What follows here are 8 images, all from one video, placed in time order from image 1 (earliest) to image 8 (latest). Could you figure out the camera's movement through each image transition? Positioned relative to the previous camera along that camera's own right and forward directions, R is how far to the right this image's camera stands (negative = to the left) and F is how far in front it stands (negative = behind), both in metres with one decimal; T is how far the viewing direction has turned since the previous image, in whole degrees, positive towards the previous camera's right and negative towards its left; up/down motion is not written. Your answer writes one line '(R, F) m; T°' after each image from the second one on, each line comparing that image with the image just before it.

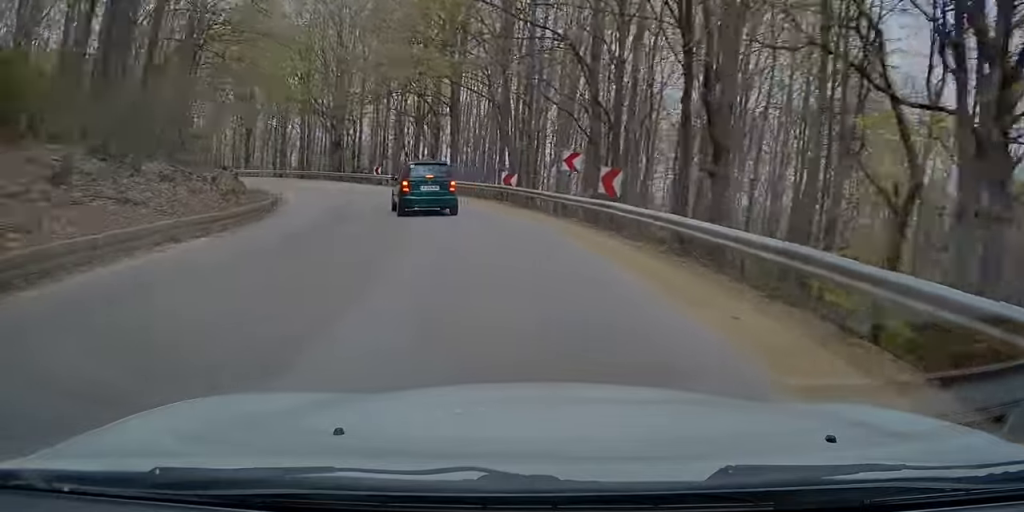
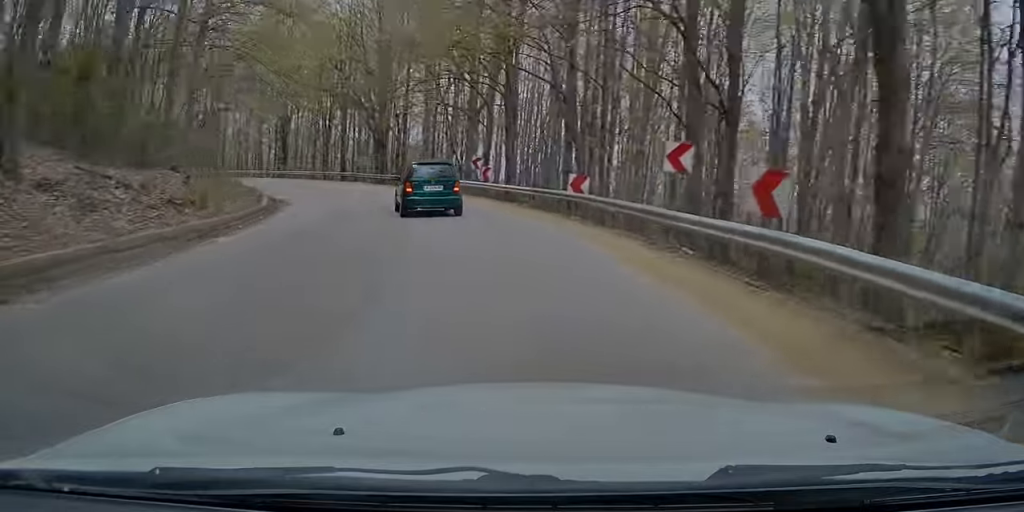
(0.0, +6.7) m; -6°
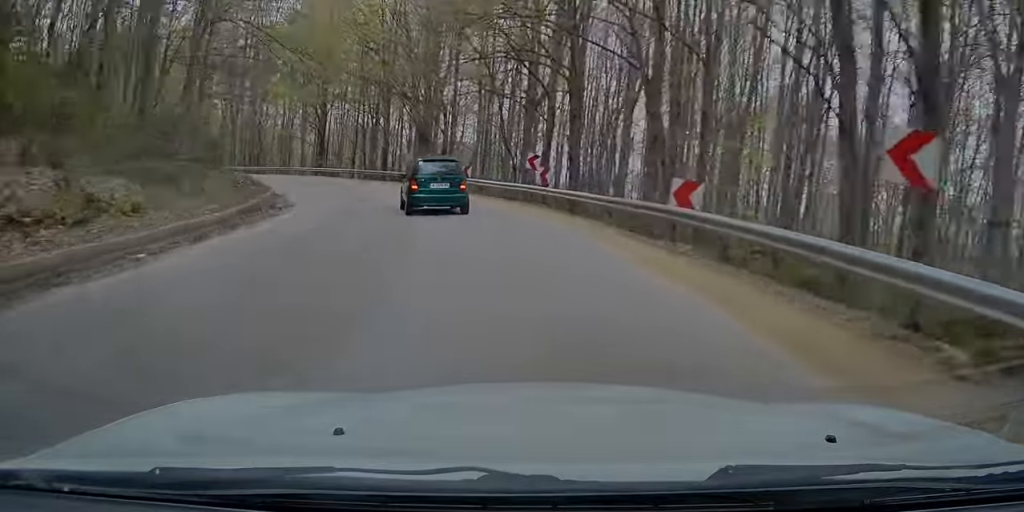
(-0.6, +5.9) m; -5°
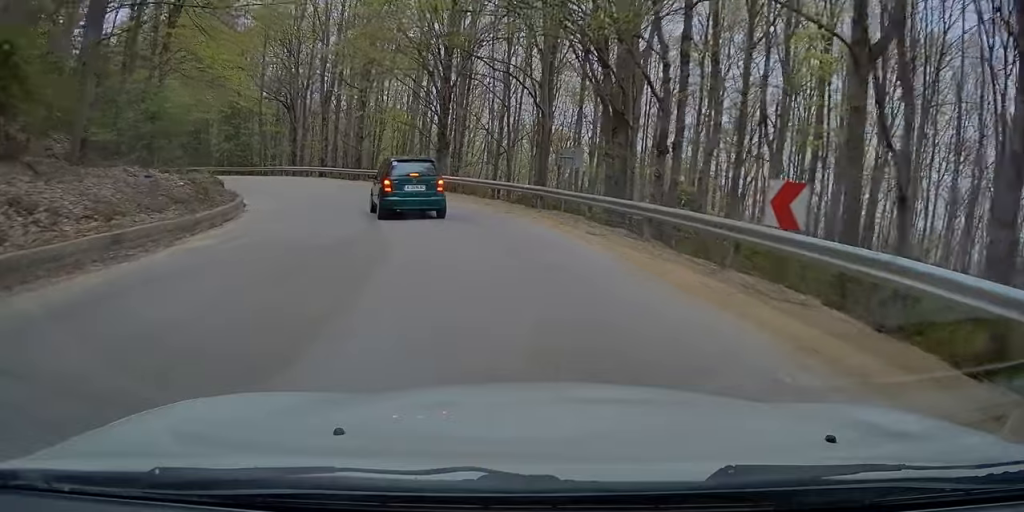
(-2.8, +20.8) m; -14°
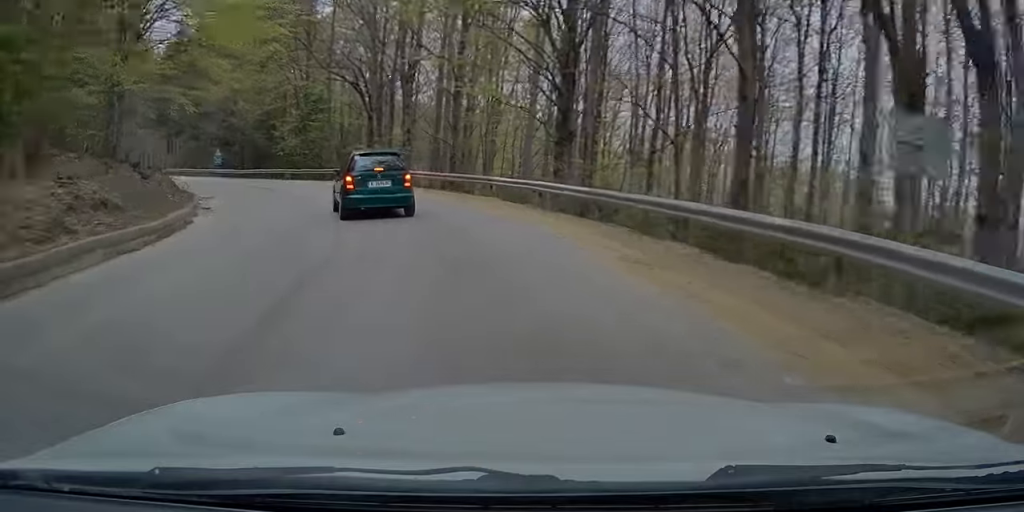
(-0.8, +10.8) m; -13°
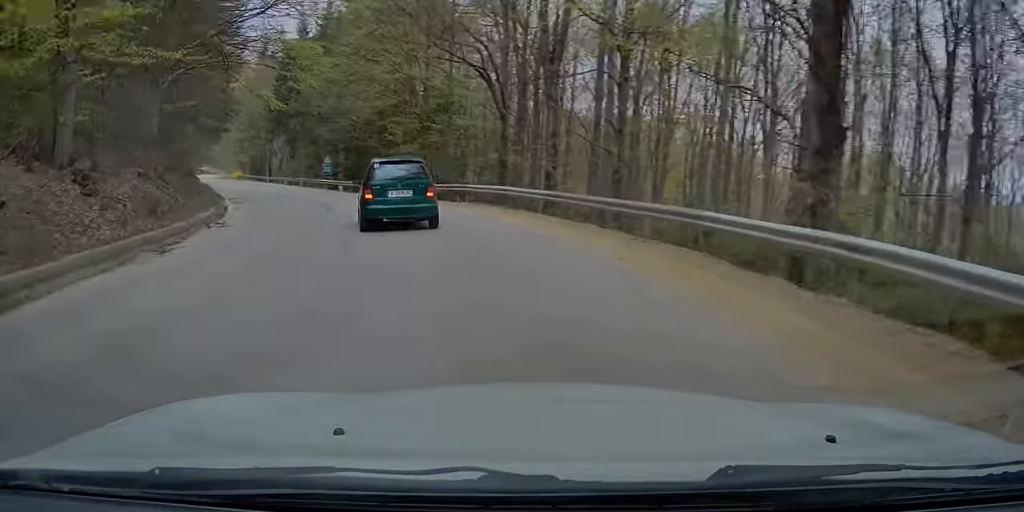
(-1.1, +8.8) m; -13°
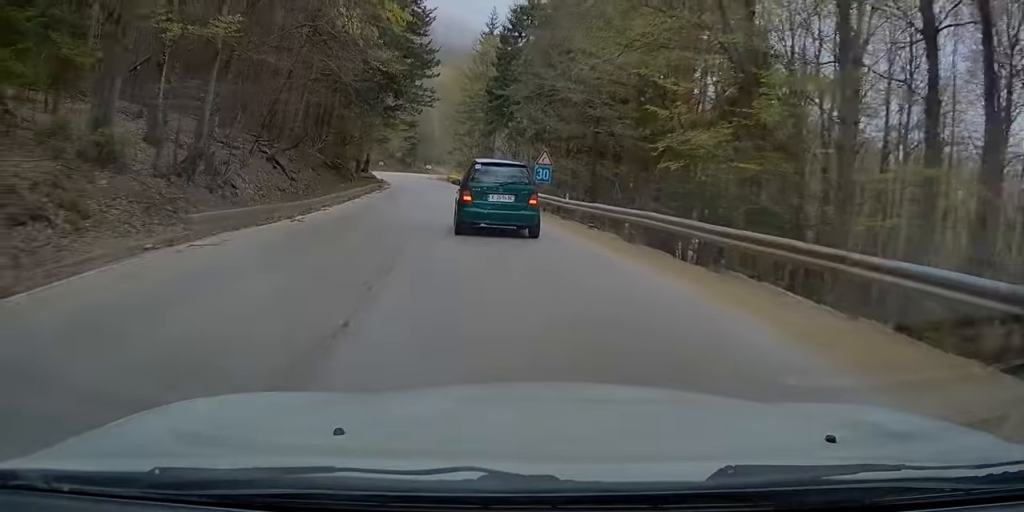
(-3.1, +16.6) m; -23°
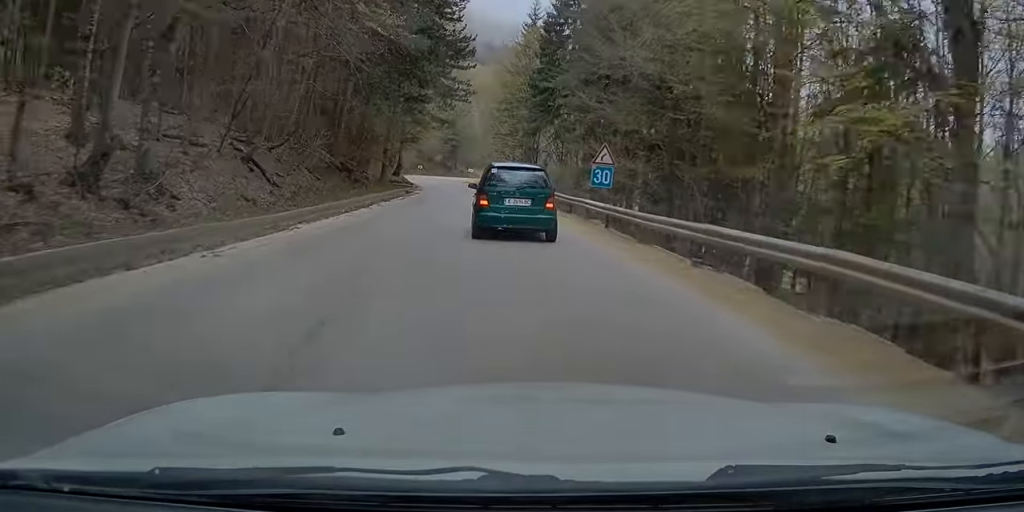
(-0.7, +5.6) m; -6°
